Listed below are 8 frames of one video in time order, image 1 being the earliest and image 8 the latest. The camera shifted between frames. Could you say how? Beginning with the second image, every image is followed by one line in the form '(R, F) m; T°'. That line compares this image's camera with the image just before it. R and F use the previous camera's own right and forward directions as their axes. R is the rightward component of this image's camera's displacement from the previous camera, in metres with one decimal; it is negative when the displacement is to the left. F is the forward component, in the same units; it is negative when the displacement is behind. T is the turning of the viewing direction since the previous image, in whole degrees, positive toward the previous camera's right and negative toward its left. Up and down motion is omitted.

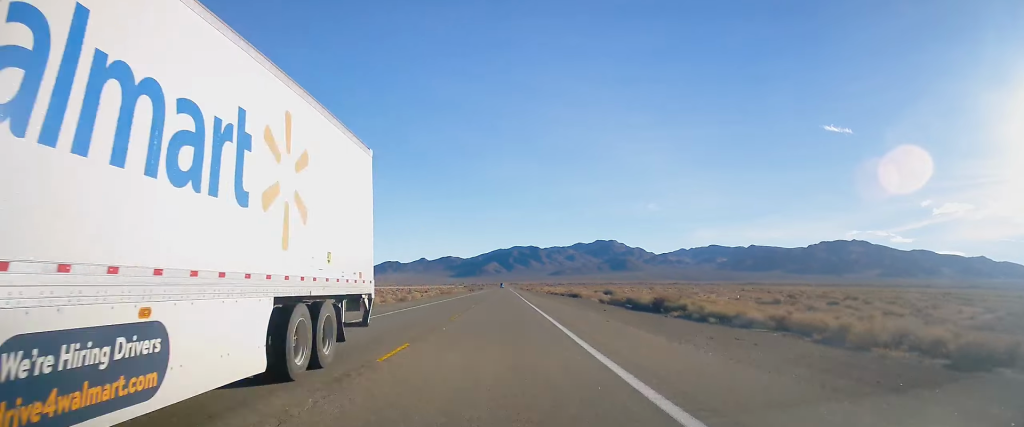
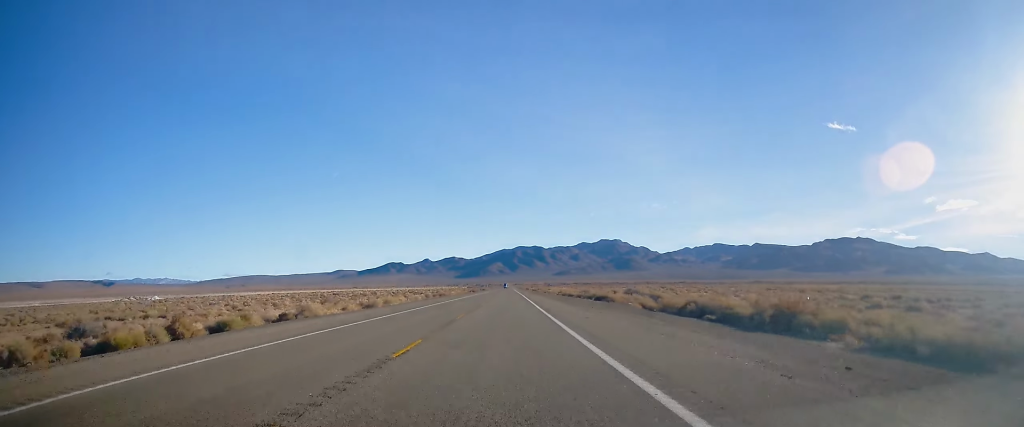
(+0.1, +23.7) m; 0°
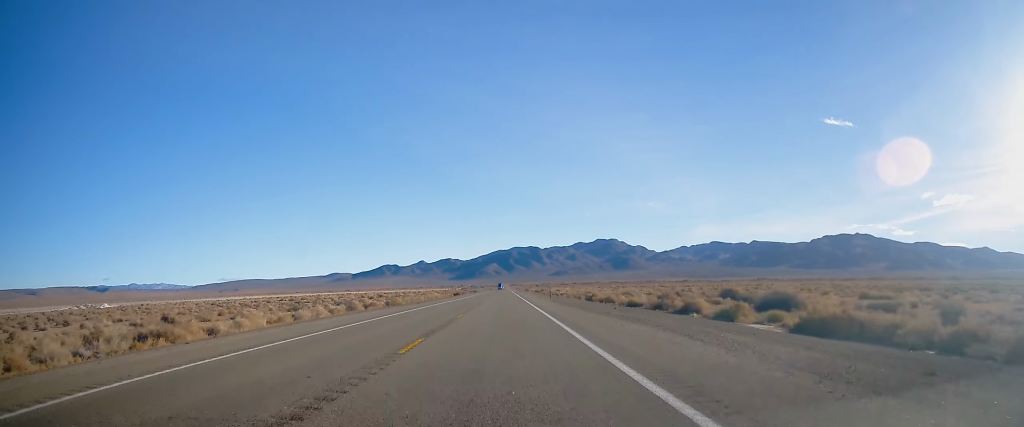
(+0.2, +60.2) m; 0°
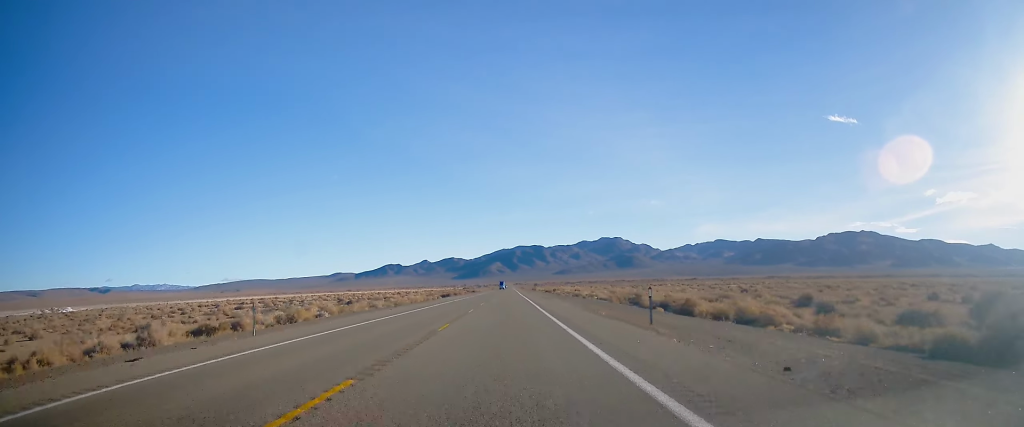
(-0.3, +42.4) m; 0°
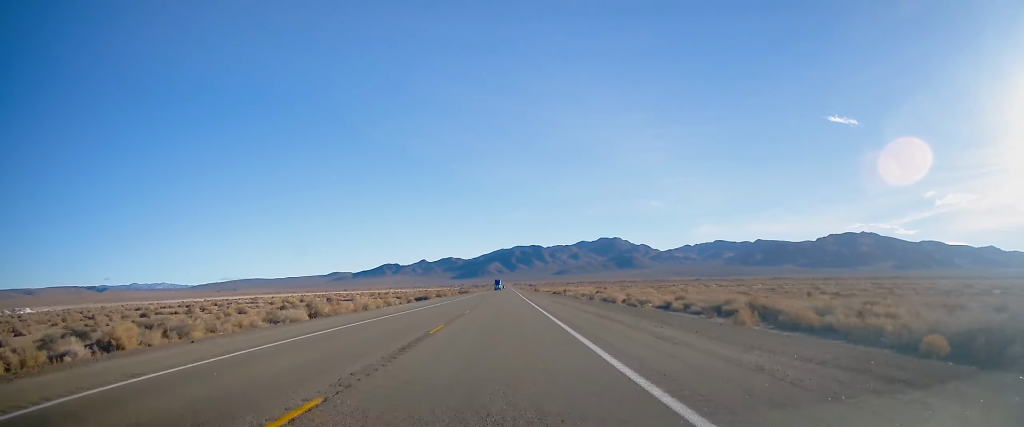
(+0.4, +37.7) m; 0°
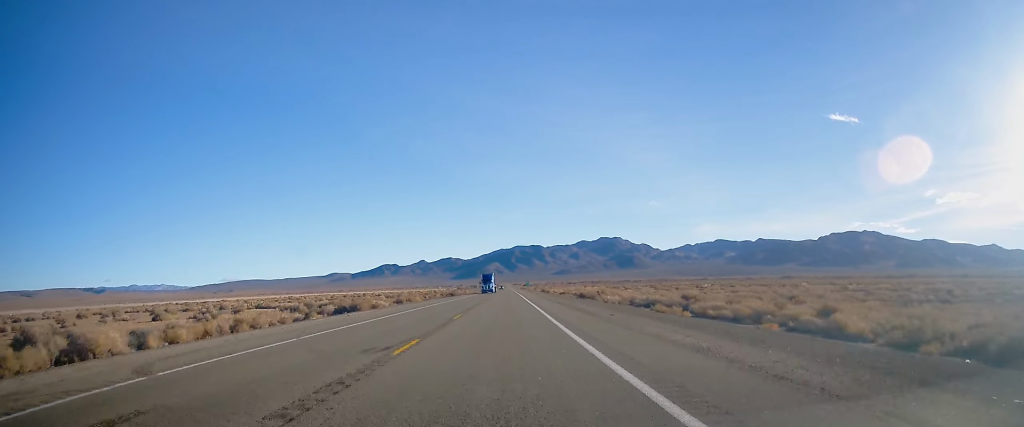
(-0.3, +52.9) m; 0°
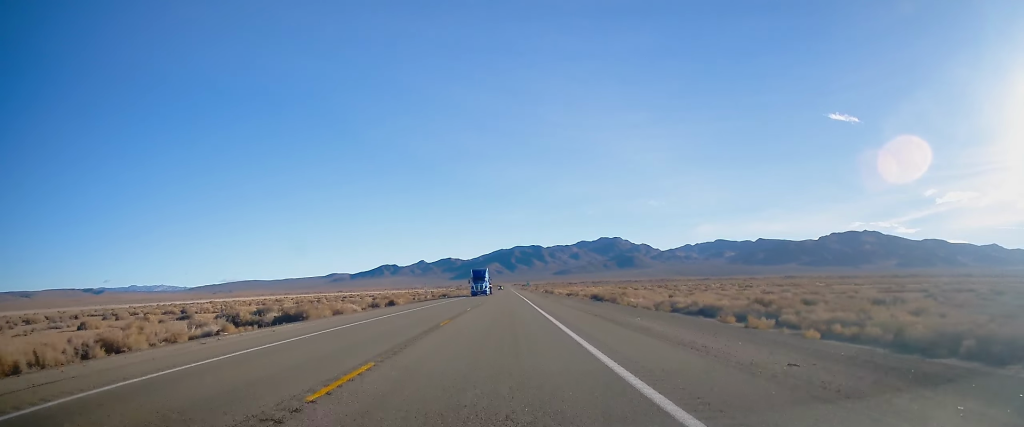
(+0.2, +16.4) m; 0°
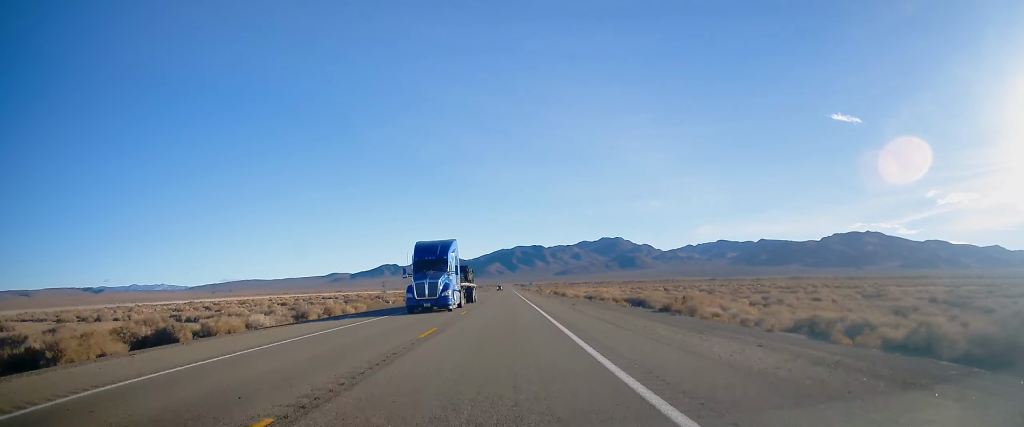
(0.0, +28.0) m; 0°
